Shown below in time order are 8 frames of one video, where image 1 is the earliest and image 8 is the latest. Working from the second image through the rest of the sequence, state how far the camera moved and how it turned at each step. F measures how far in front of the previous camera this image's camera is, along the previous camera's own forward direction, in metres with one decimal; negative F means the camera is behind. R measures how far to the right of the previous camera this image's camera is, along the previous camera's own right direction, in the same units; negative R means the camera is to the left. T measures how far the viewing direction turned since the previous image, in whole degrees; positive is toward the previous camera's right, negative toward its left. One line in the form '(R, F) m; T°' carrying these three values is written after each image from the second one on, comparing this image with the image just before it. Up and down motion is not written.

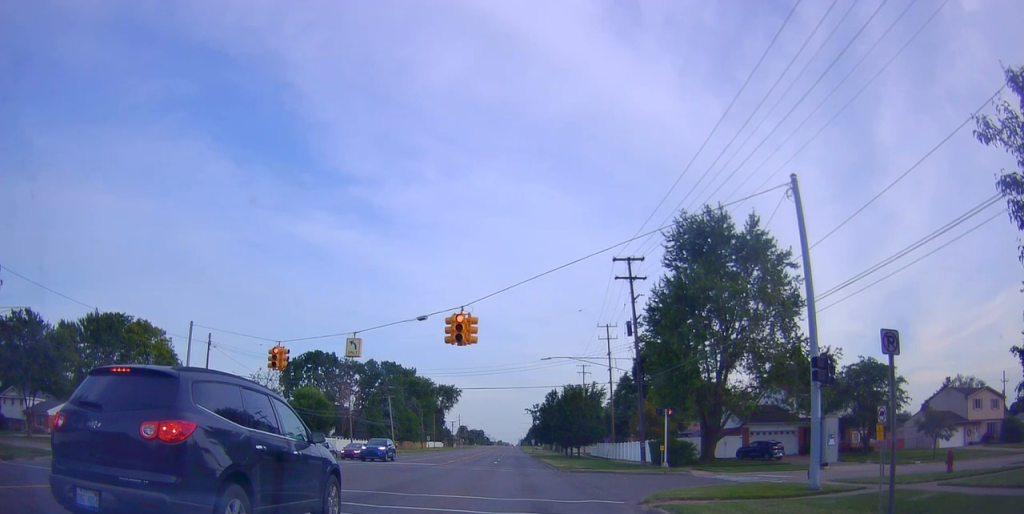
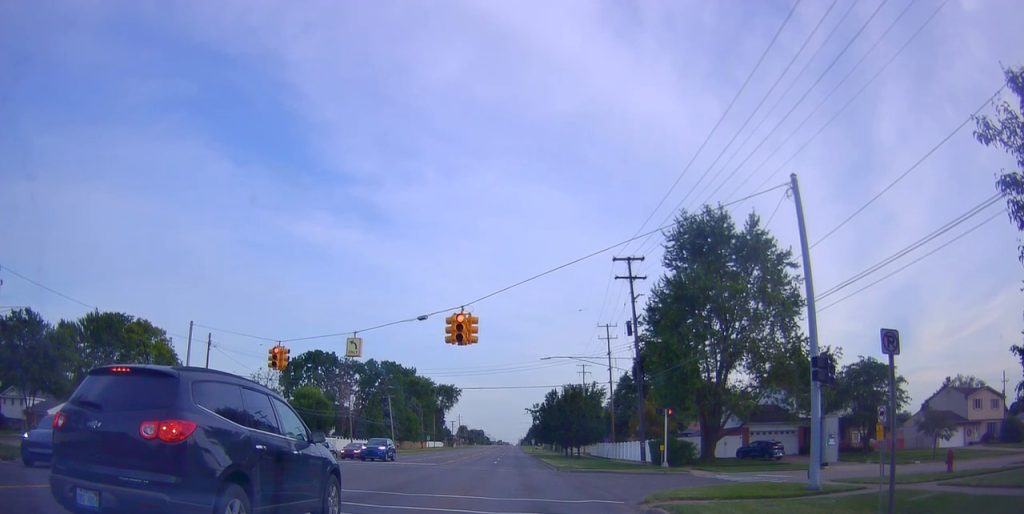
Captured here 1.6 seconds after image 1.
(0.0, 0.0) m; 0°
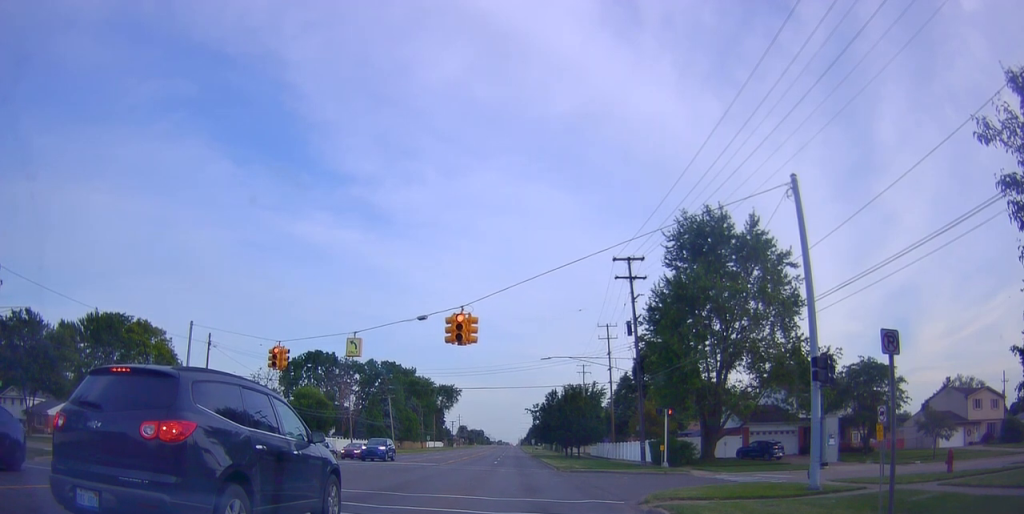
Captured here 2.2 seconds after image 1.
(0.0, 0.0) m; 0°
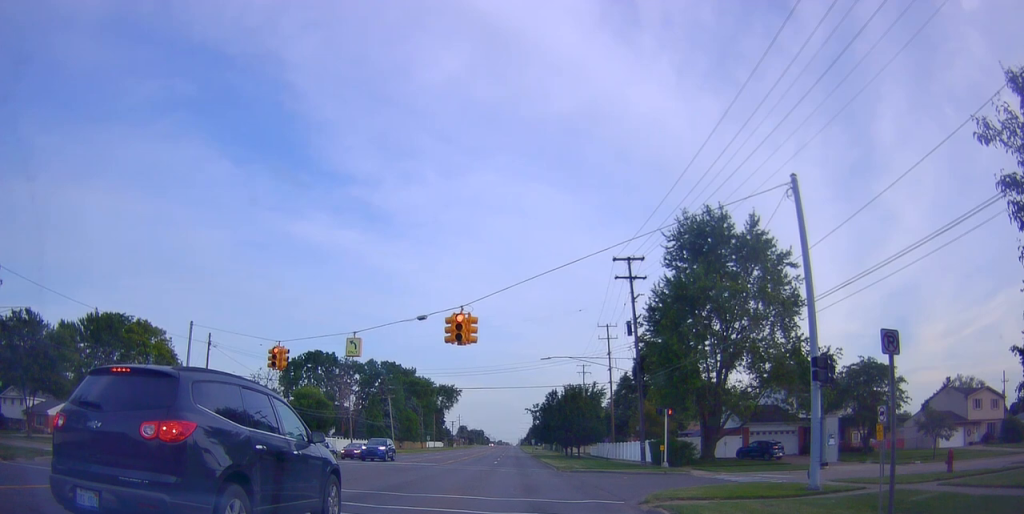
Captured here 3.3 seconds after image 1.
(0.0, 0.0) m; 0°
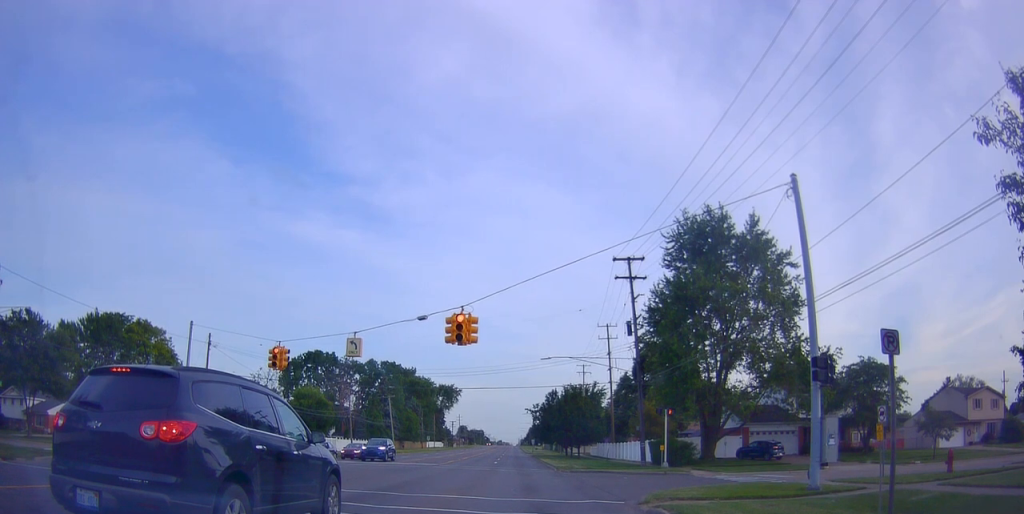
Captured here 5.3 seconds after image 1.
(0.0, 0.0) m; 0°
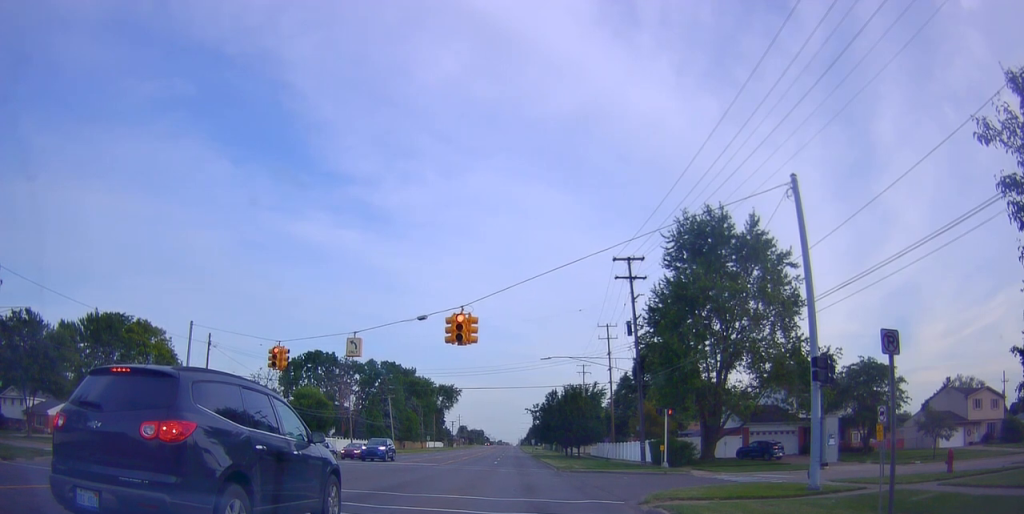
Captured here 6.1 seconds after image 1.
(0.0, 0.0) m; 0°
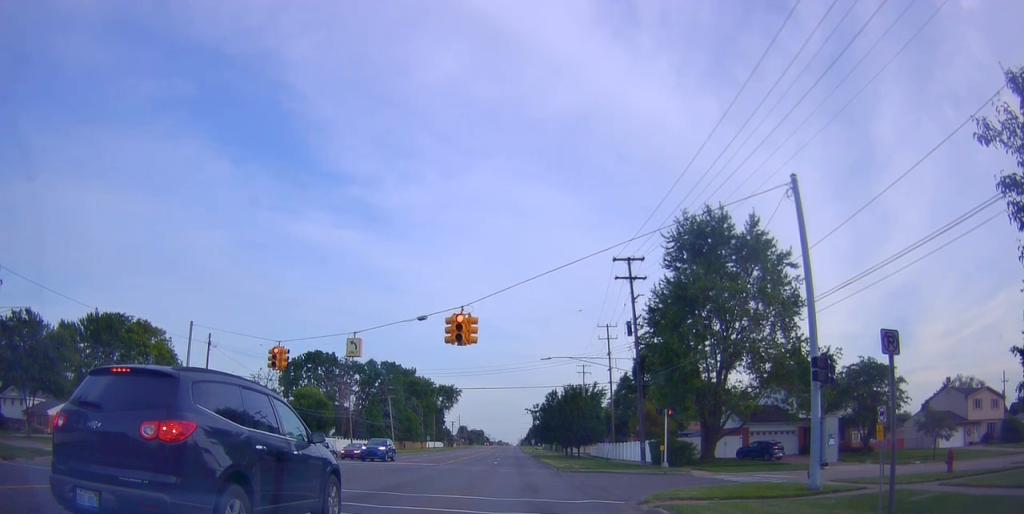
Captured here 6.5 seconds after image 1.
(0.0, 0.0) m; 0°
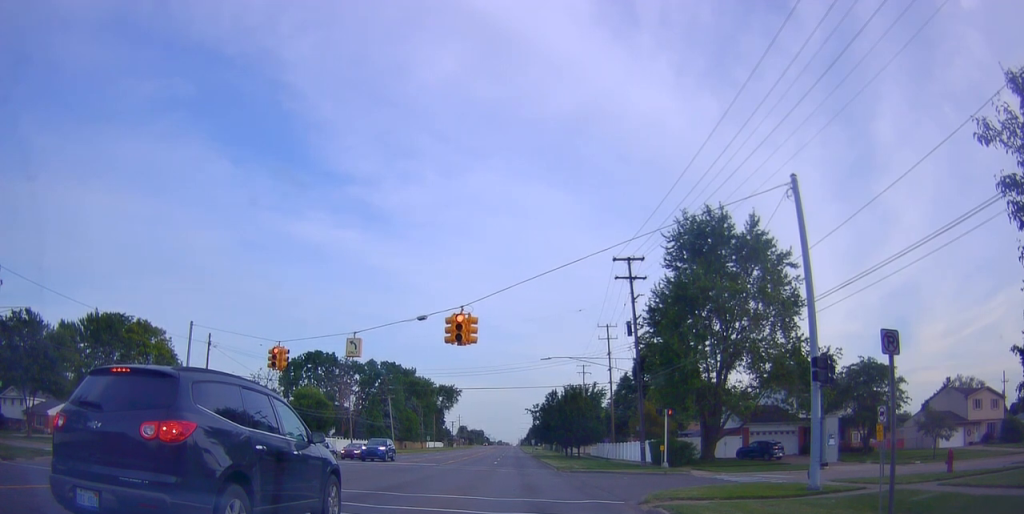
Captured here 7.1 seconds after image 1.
(0.0, 0.0) m; 0°
